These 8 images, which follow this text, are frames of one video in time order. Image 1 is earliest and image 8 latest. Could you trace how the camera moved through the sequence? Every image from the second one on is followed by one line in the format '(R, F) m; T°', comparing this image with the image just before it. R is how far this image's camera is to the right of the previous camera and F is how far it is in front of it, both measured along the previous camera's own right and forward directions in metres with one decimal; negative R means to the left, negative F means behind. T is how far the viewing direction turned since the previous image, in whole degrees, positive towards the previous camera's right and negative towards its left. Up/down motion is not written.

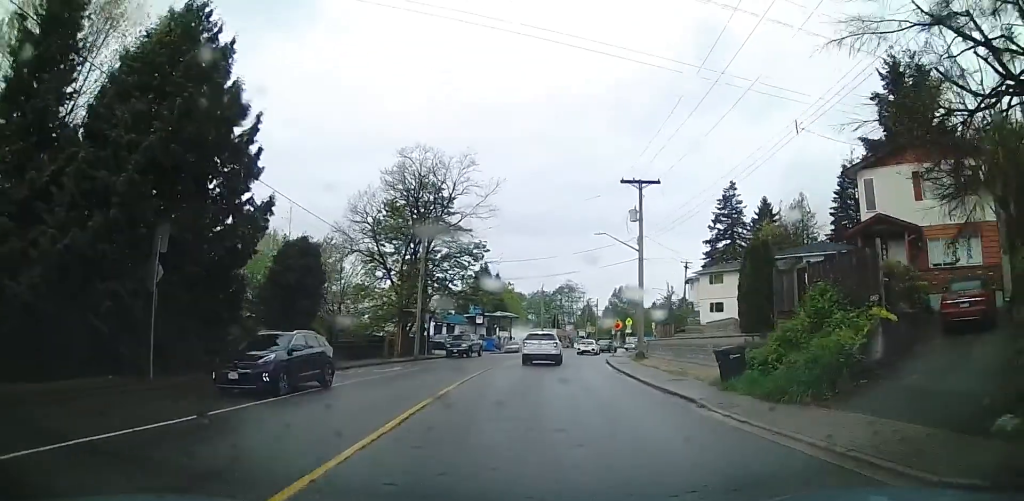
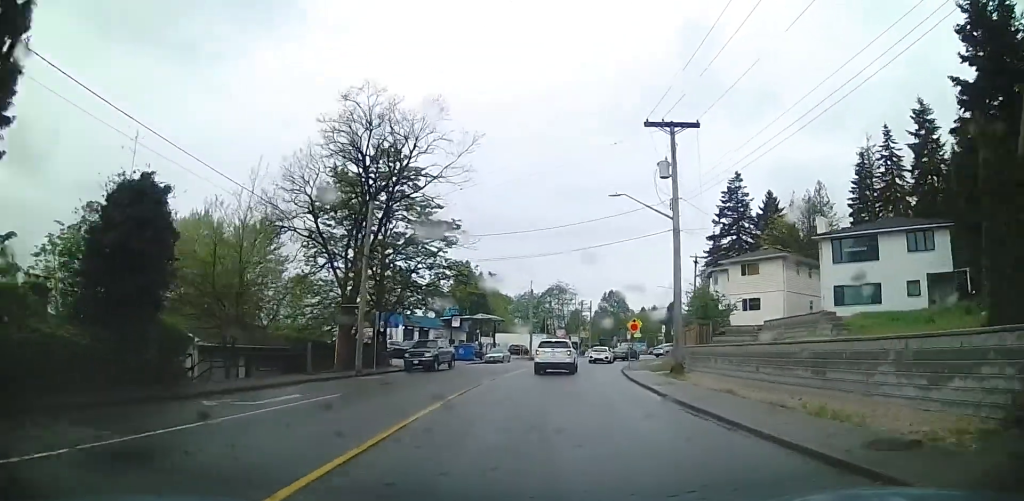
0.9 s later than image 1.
(-0.5, +11.0) m; -3°
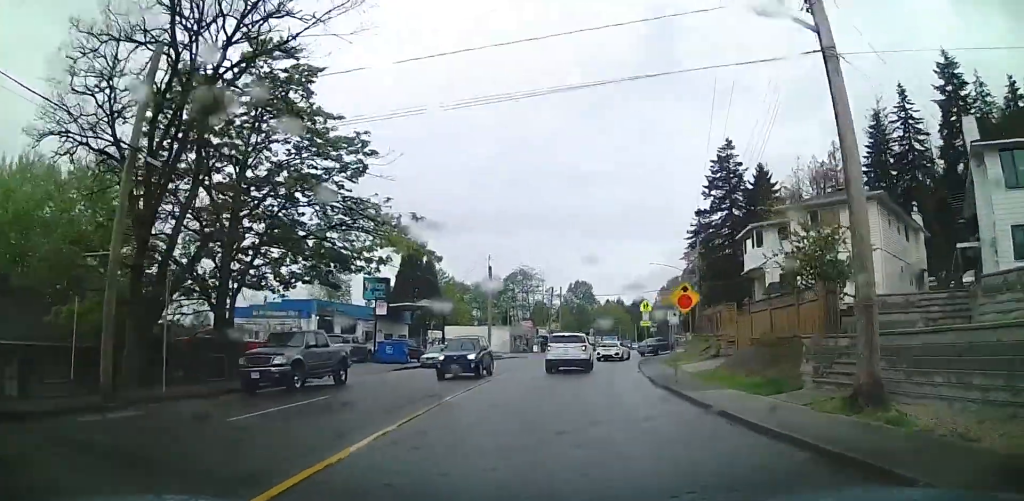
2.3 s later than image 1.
(-0.2, +16.9) m; -1°
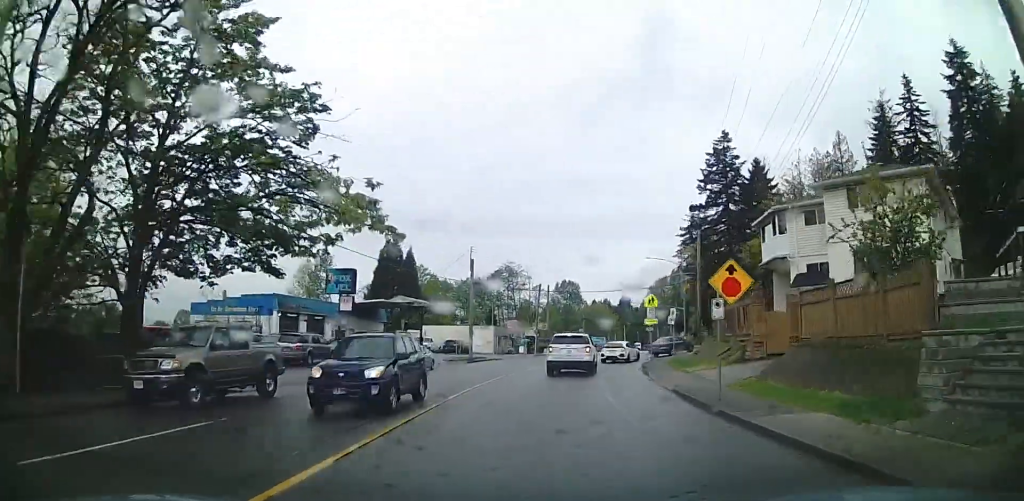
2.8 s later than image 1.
(0.0, +5.2) m; 0°
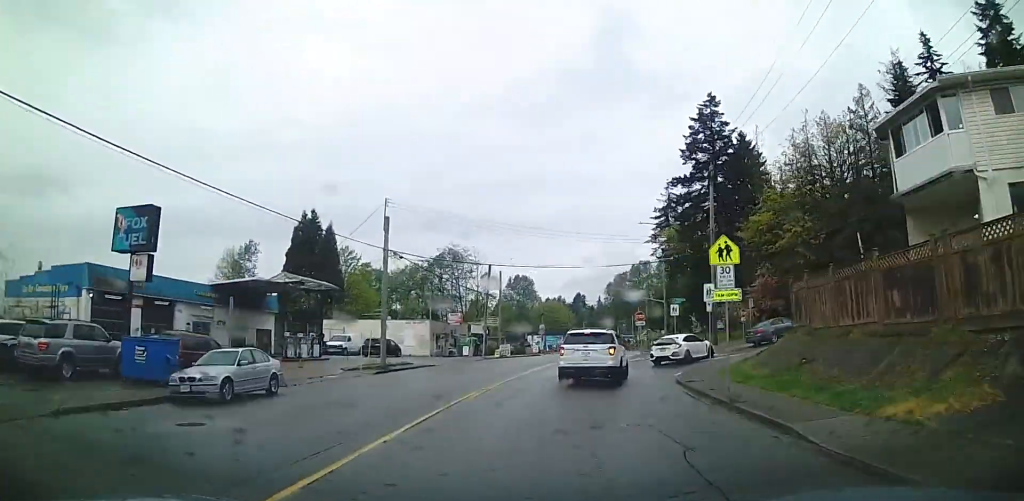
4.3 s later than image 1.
(+0.3, +17.2) m; +4°
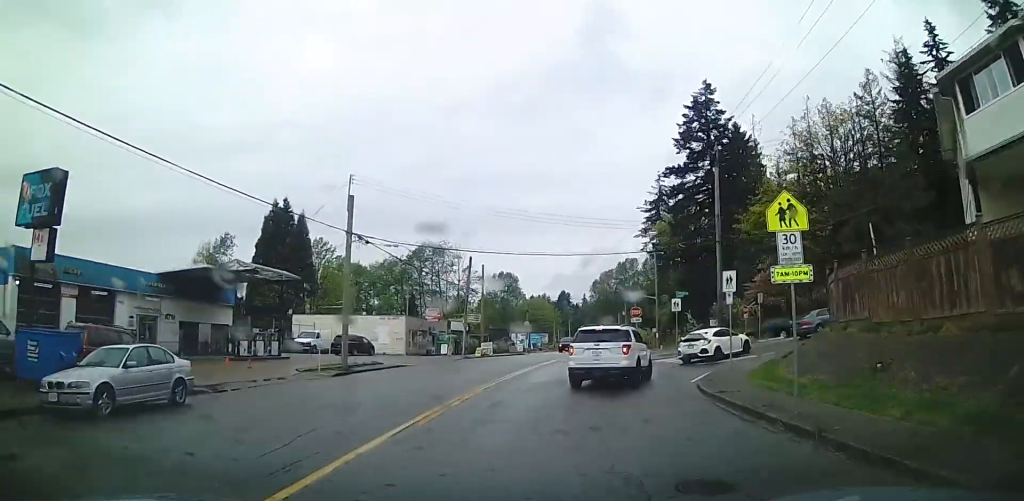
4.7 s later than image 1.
(+0.3, +4.6) m; 0°
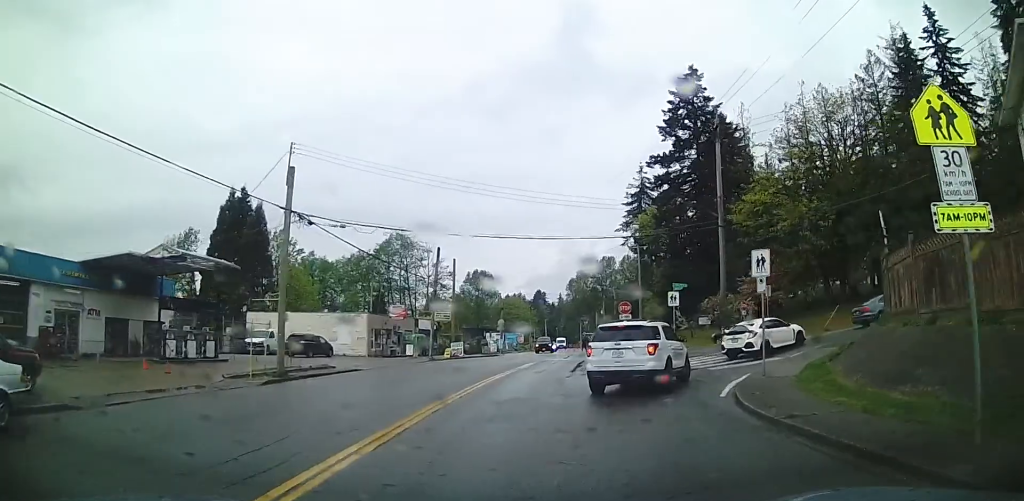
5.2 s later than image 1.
(+0.2, +5.6) m; +1°
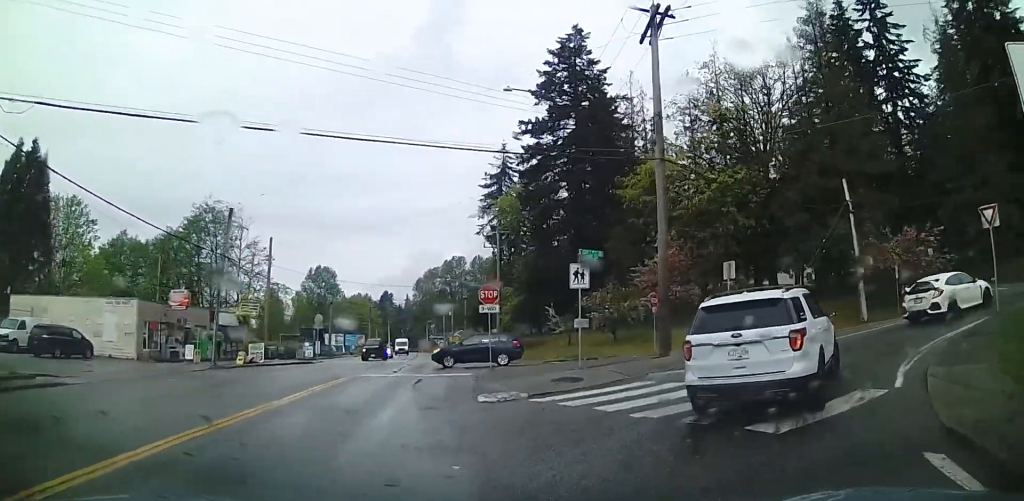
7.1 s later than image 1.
(+1.6, +16.4) m; +16°
